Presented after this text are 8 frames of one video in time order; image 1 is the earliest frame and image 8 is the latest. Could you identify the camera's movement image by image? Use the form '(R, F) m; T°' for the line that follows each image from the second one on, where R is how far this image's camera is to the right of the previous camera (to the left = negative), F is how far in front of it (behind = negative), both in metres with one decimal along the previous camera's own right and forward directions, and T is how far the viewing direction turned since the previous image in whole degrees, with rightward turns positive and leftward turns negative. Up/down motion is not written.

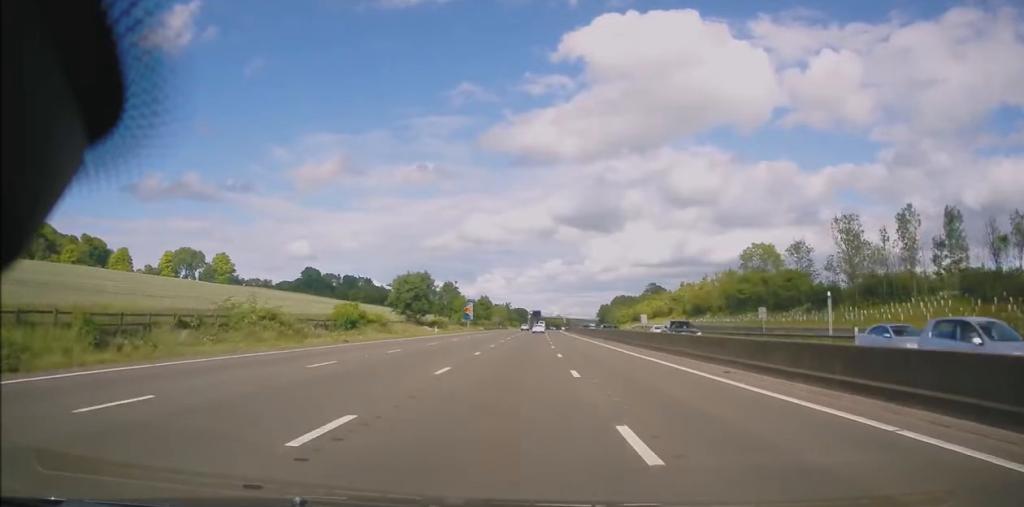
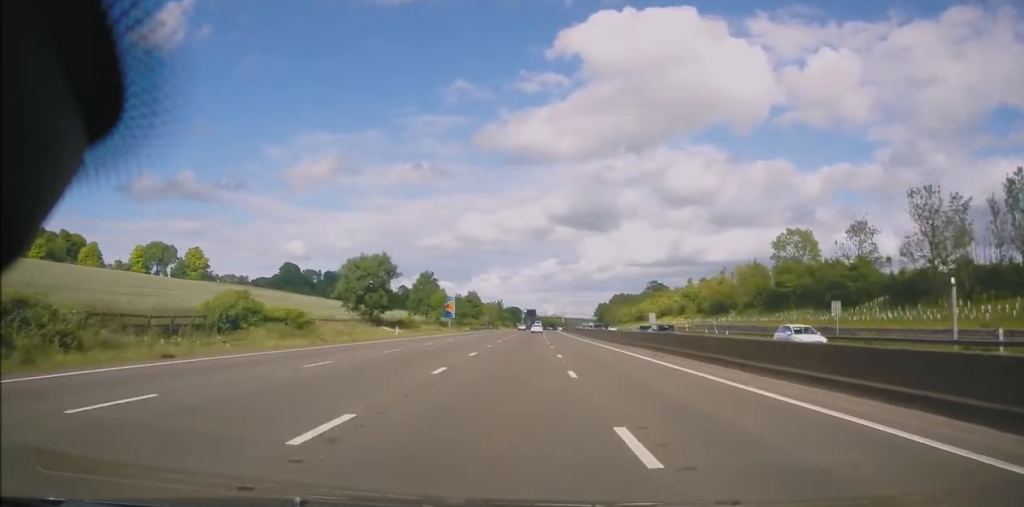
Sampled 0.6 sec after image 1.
(-0.5, +18.4) m; +1°
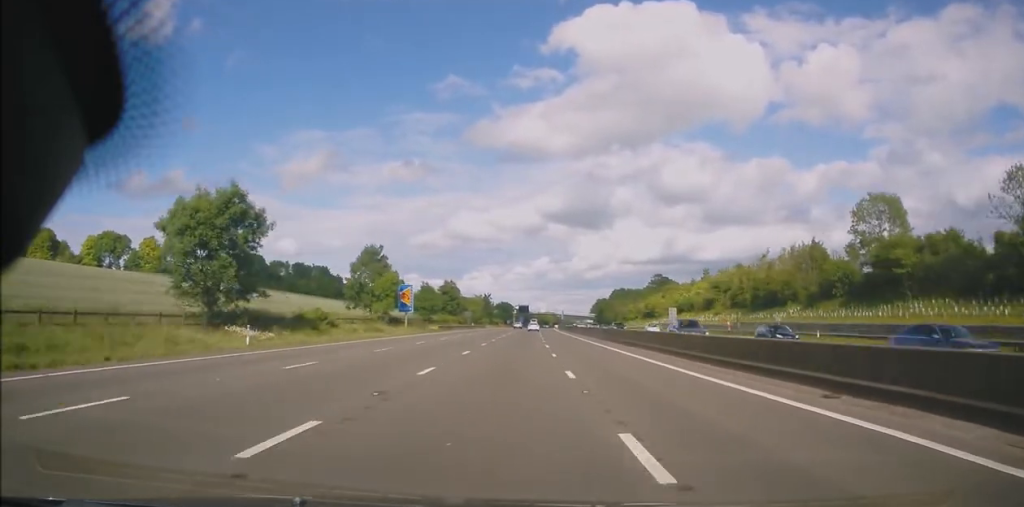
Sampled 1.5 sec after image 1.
(+1.0, +27.6) m; +1°
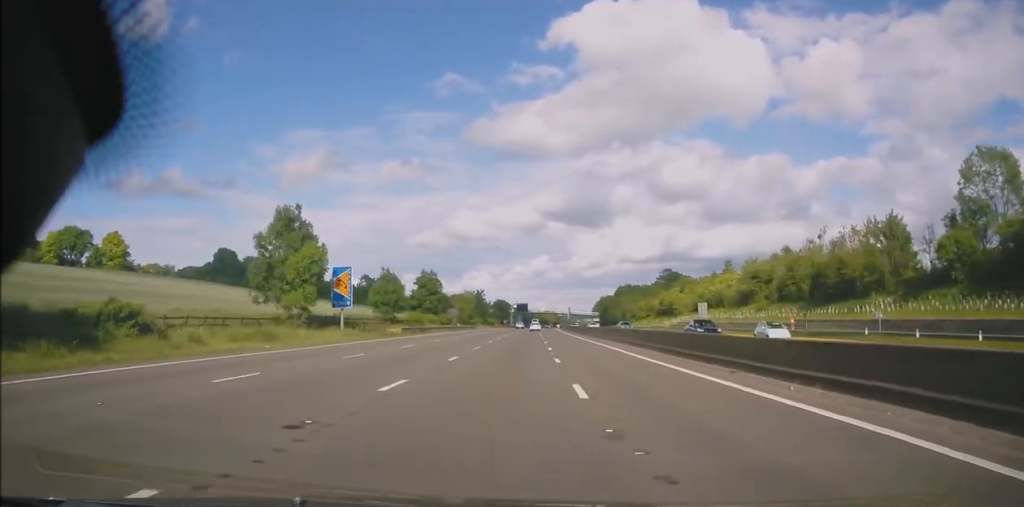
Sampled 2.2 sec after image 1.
(-0.2, +21.7) m; 0°
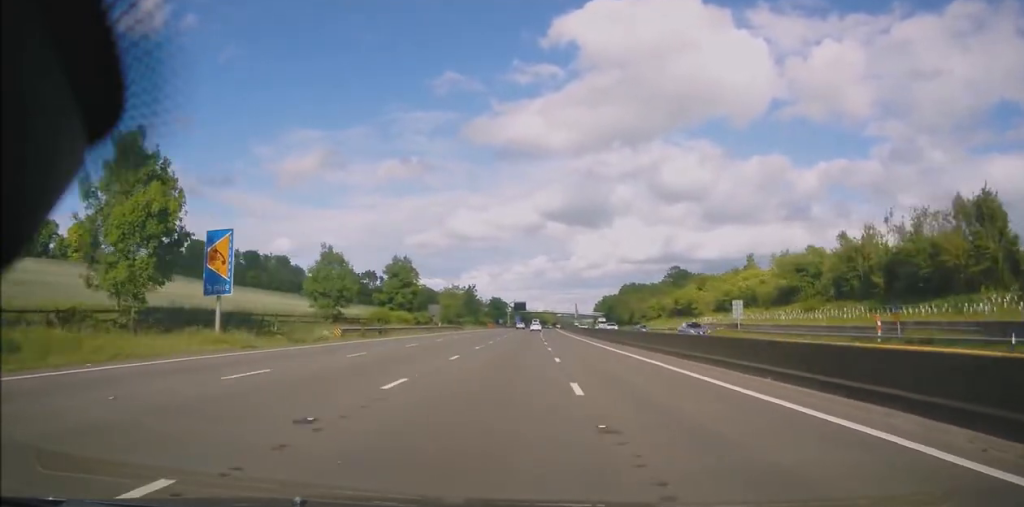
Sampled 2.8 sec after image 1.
(-0.1, +17.6) m; 0°
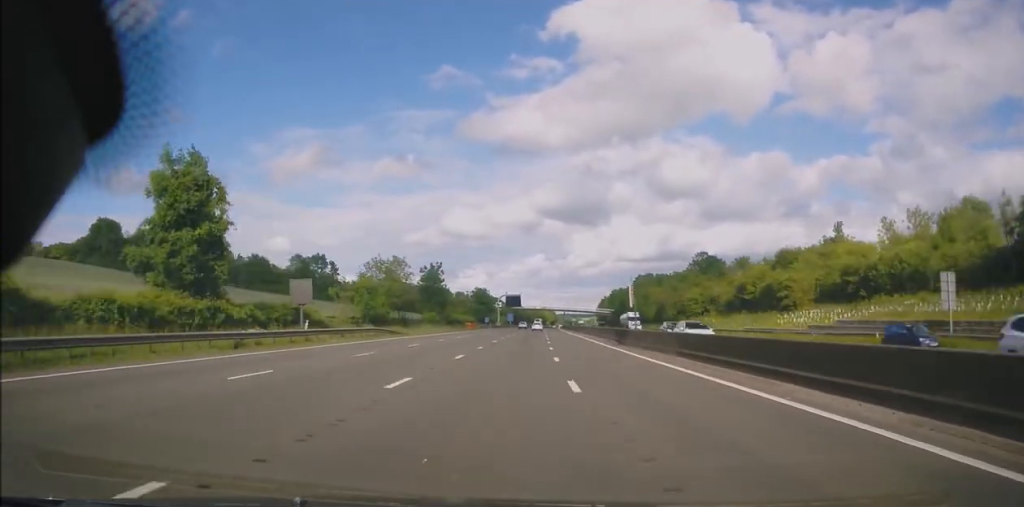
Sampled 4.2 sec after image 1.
(+0.5, +45.2) m; +1°
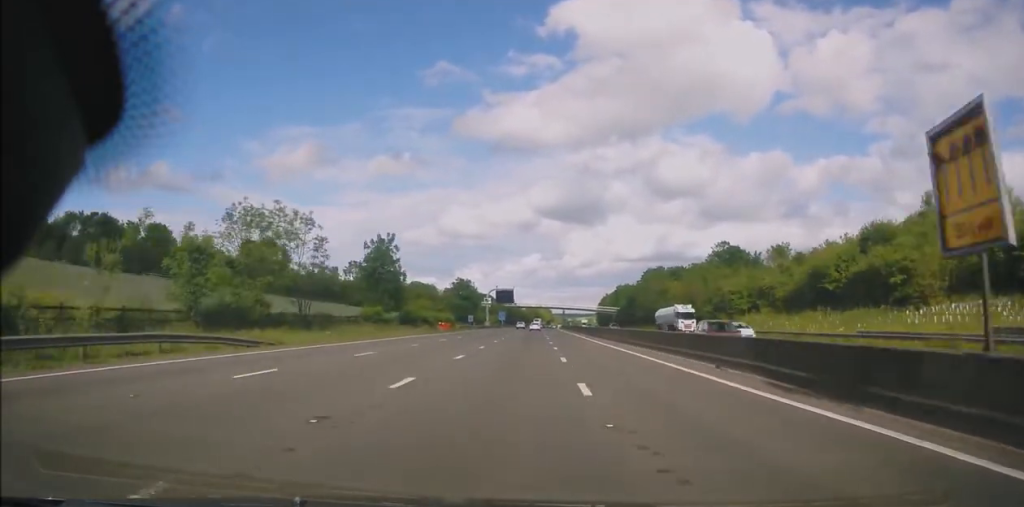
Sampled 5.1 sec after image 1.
(+0.2, +27.5) m; 0°
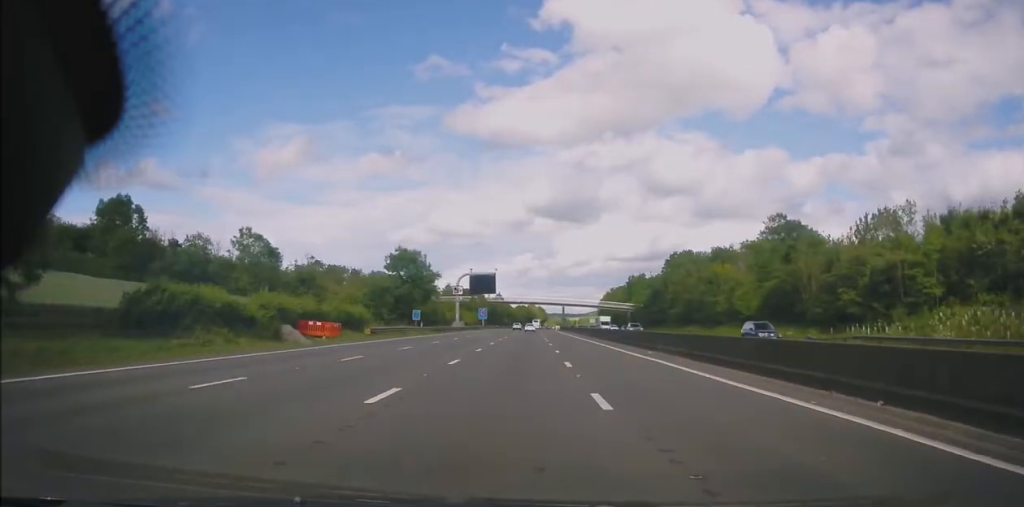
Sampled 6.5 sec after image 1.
(0.0, +46.9) m; 0°
